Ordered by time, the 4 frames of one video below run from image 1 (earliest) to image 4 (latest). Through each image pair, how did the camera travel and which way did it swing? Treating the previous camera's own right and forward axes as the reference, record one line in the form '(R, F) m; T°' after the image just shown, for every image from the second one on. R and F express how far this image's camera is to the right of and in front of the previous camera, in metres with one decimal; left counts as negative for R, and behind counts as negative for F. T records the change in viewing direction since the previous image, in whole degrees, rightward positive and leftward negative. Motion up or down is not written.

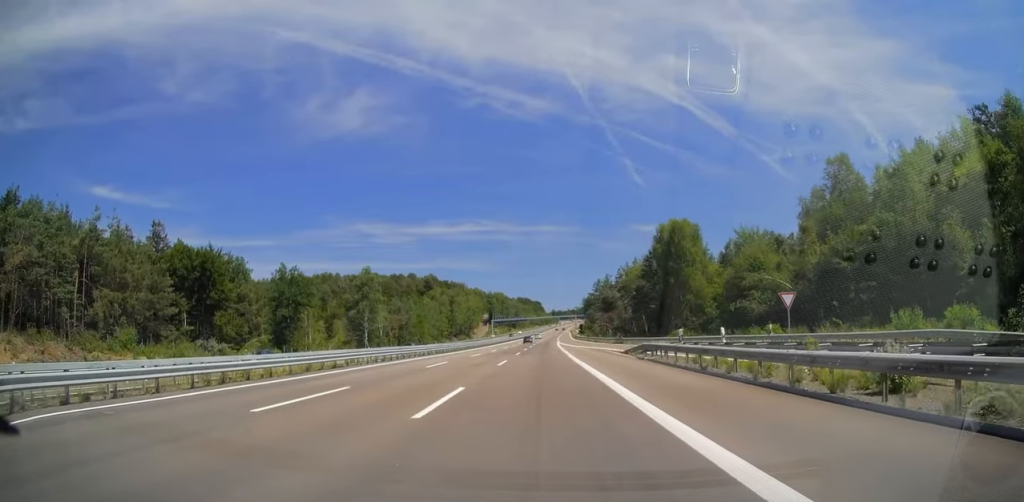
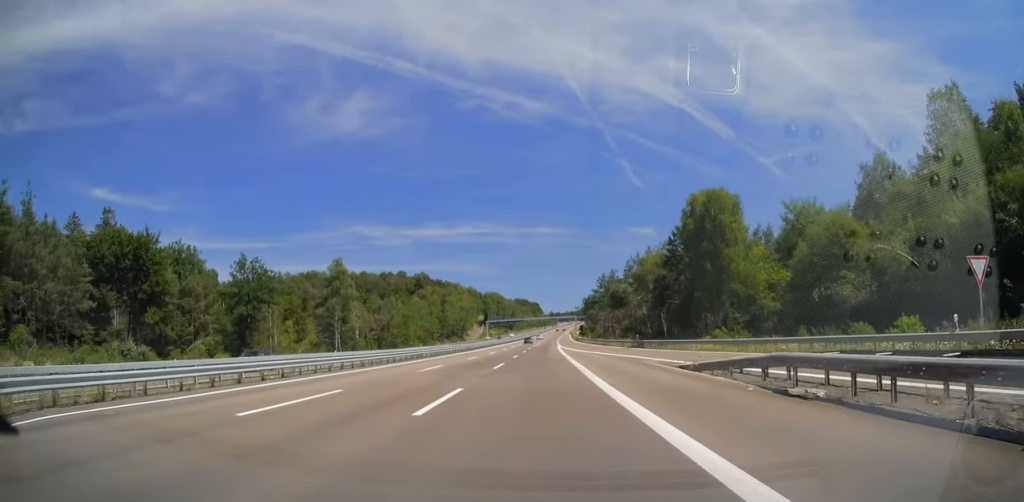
(0.0, +18.4) m; 0°
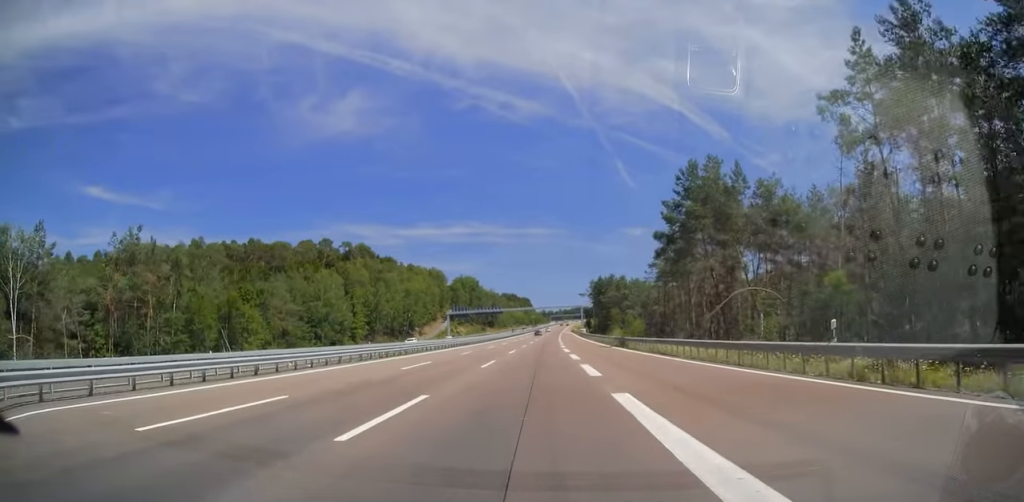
(+1.5, +94.4) m; +1°
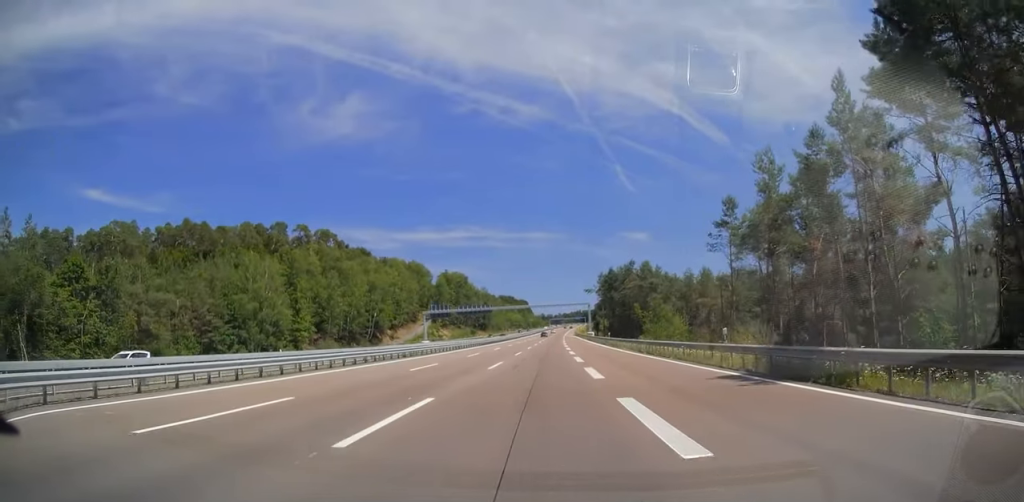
(-0.3, +36.3) m; 0°
